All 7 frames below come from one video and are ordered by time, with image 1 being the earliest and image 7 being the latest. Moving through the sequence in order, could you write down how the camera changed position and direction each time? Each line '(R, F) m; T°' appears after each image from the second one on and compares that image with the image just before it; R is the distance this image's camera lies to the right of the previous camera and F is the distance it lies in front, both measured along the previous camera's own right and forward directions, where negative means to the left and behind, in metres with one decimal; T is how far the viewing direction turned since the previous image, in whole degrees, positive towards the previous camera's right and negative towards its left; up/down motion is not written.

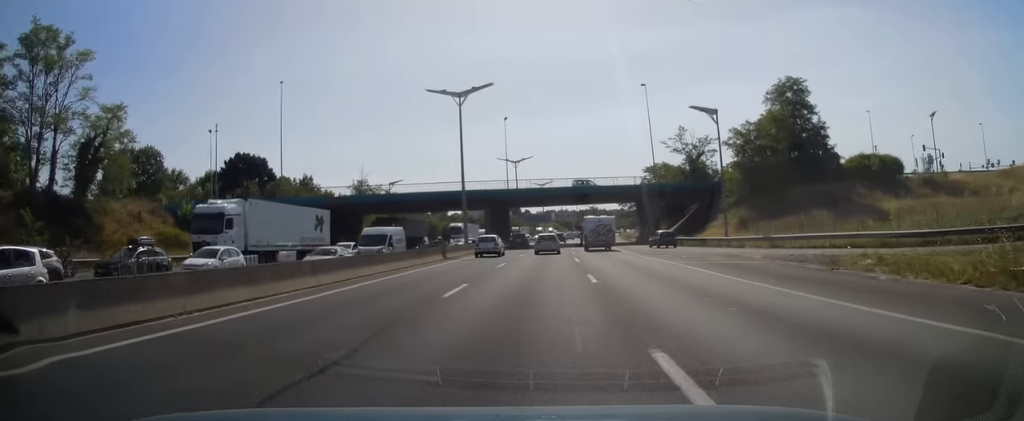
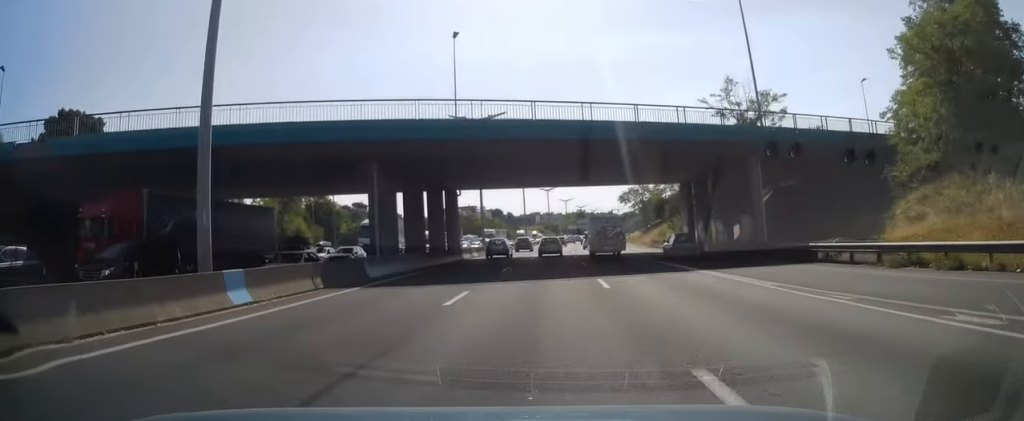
(+0.3, +40.3) m; +1°
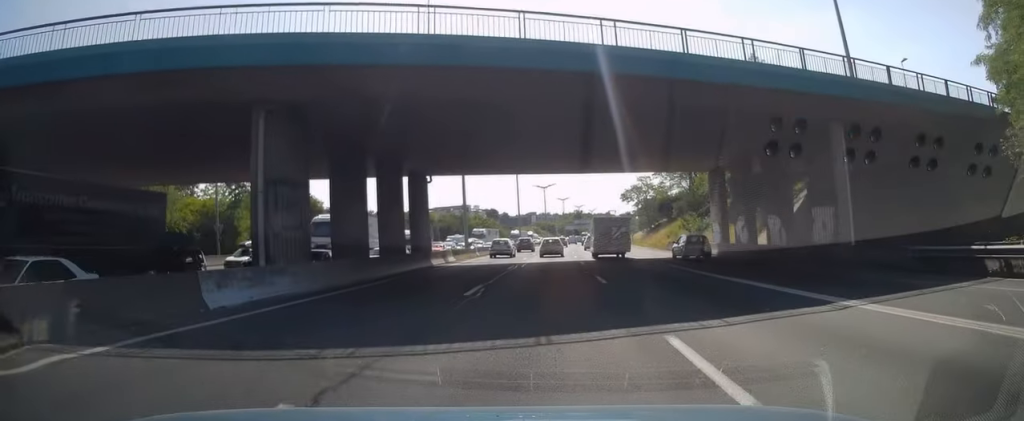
(+0.2, +11.1) m; 0°
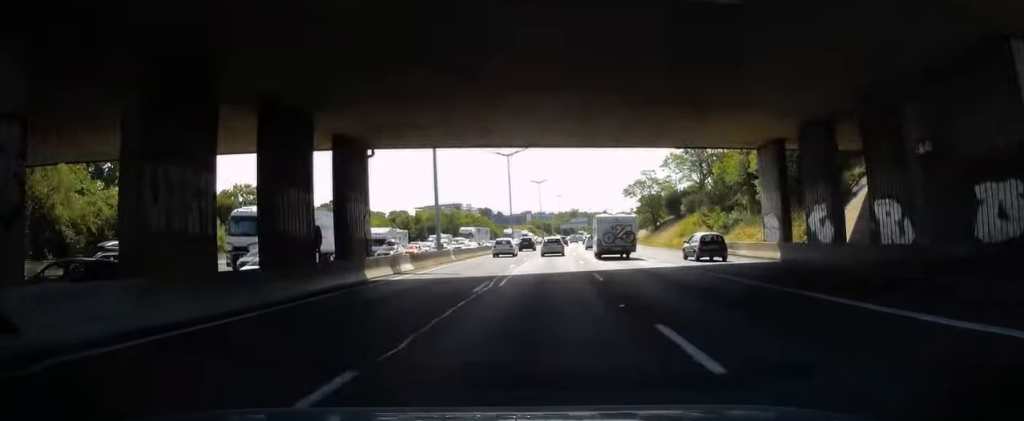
(-0.1, +11.8) m; 0°
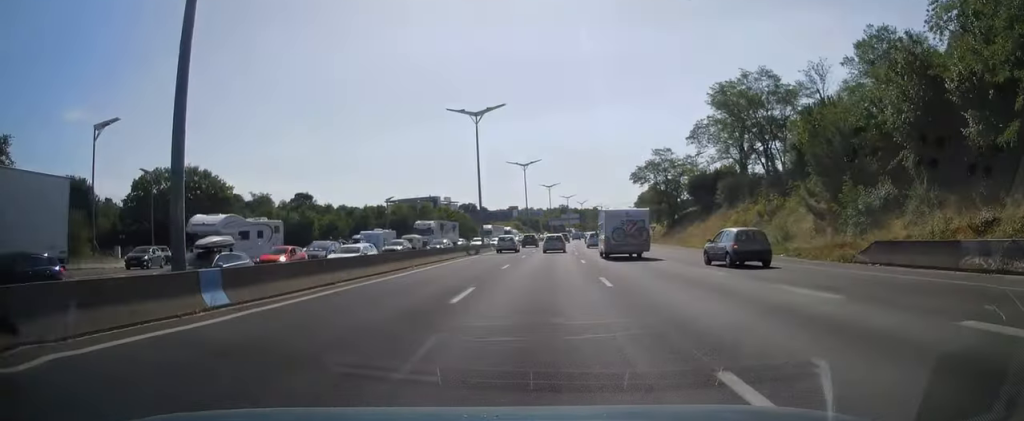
(+0.4, +28.8) m; +2°
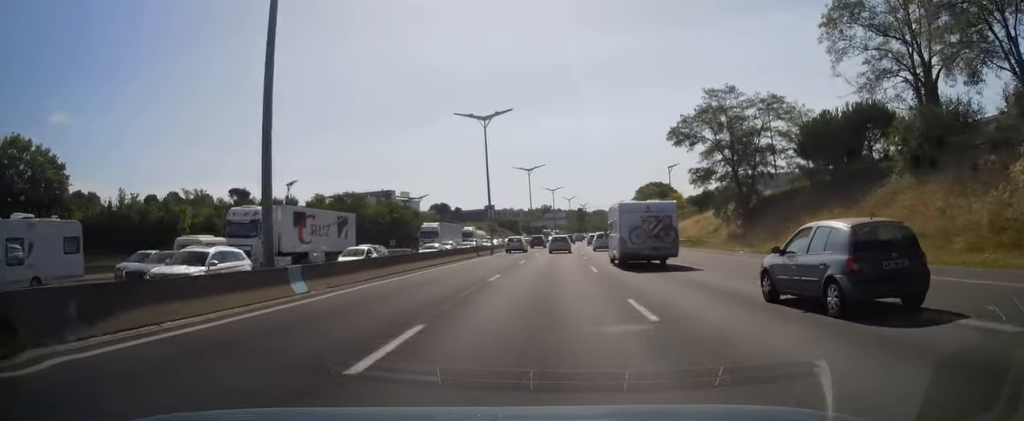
(+0.4, +44.9) m; +1°
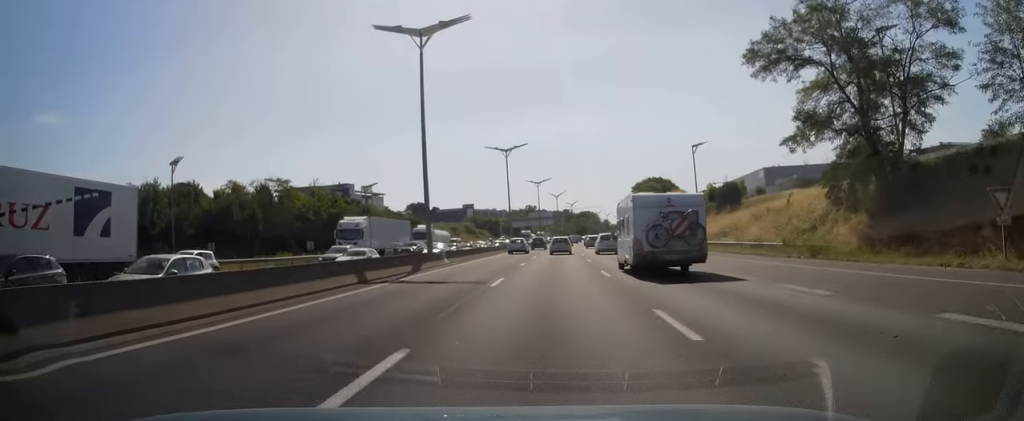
(+0.3, +27.9) m; +2°
